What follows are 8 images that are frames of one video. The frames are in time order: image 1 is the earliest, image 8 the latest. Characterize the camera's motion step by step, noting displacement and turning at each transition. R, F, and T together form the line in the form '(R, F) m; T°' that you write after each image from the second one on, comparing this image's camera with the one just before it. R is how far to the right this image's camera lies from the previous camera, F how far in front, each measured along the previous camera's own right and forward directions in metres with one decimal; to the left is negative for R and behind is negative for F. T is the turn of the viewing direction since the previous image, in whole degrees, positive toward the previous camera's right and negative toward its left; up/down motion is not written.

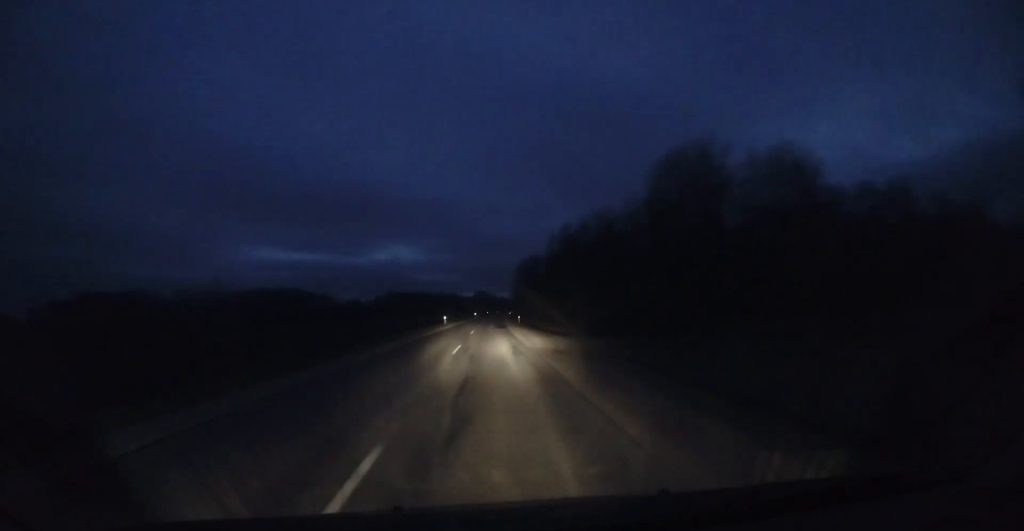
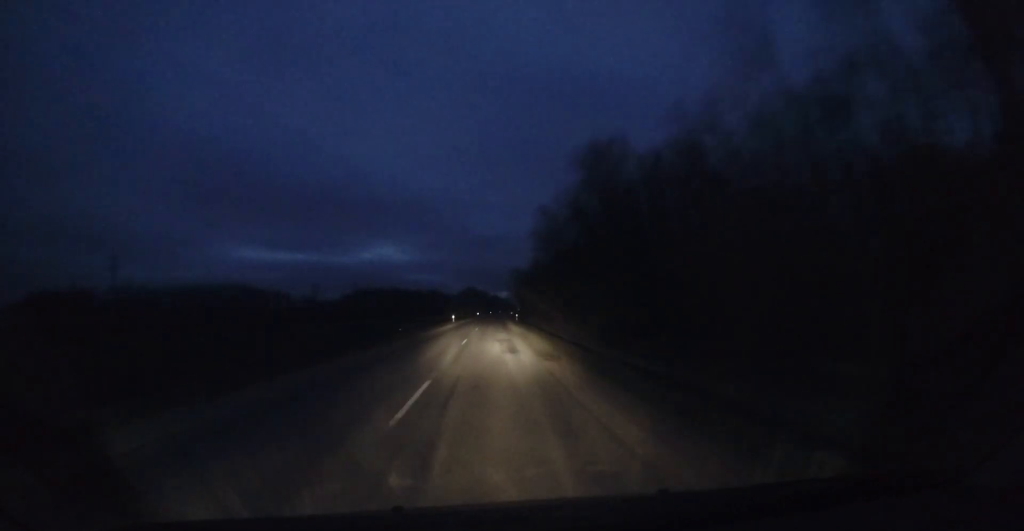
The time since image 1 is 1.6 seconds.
(+0.4, +43.9) m; +1°
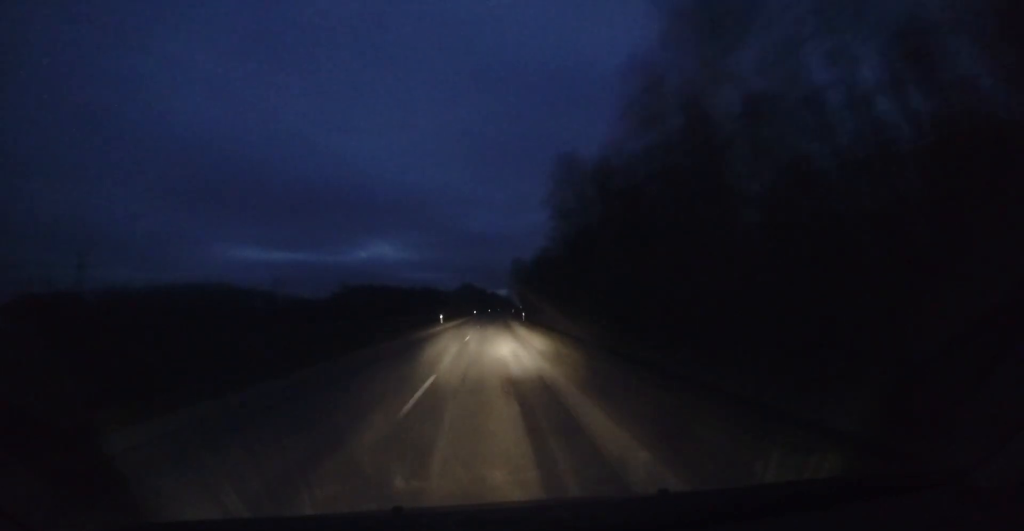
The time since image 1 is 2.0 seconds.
(+0.2, +11.3) m; 0°
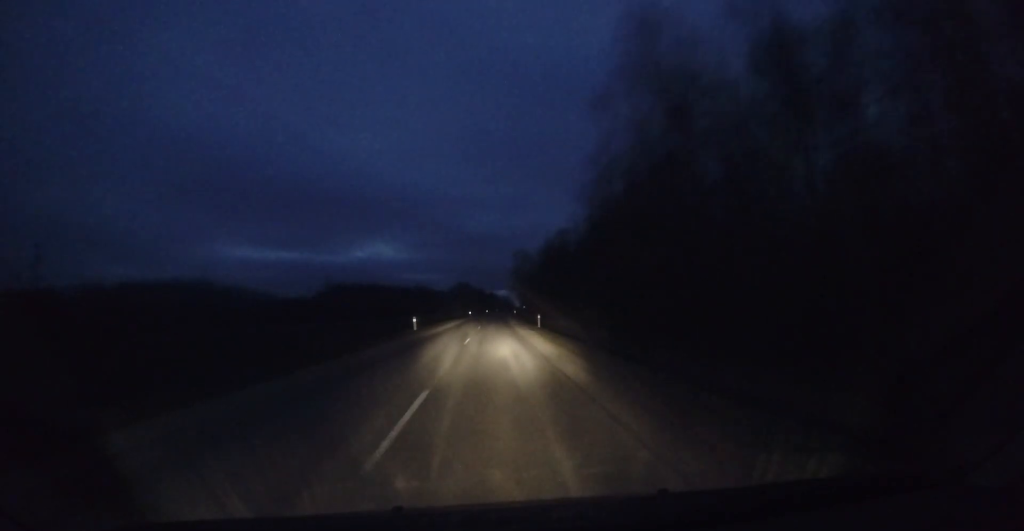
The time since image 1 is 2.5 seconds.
(+0.2, +13.6) m; 0°
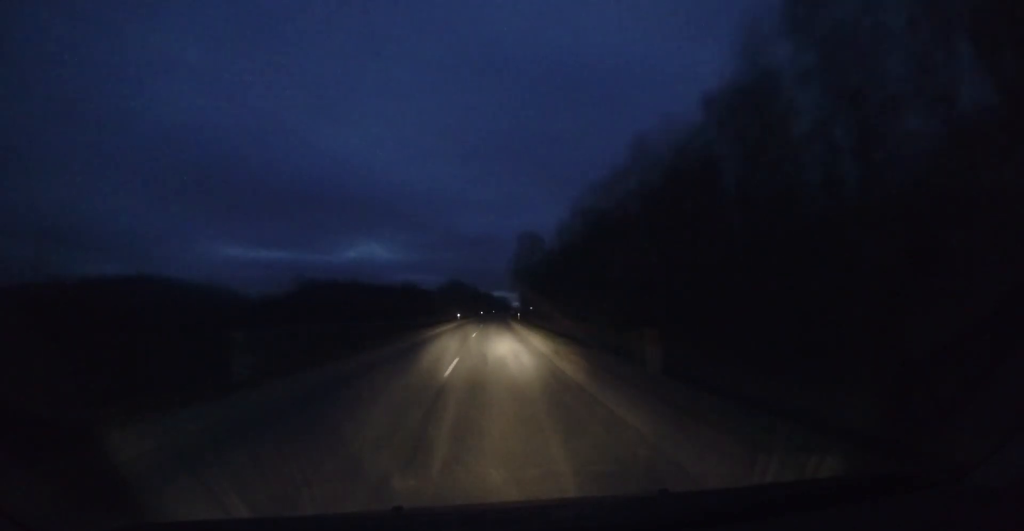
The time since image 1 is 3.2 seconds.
(-0.1, +19.0) m; 0°
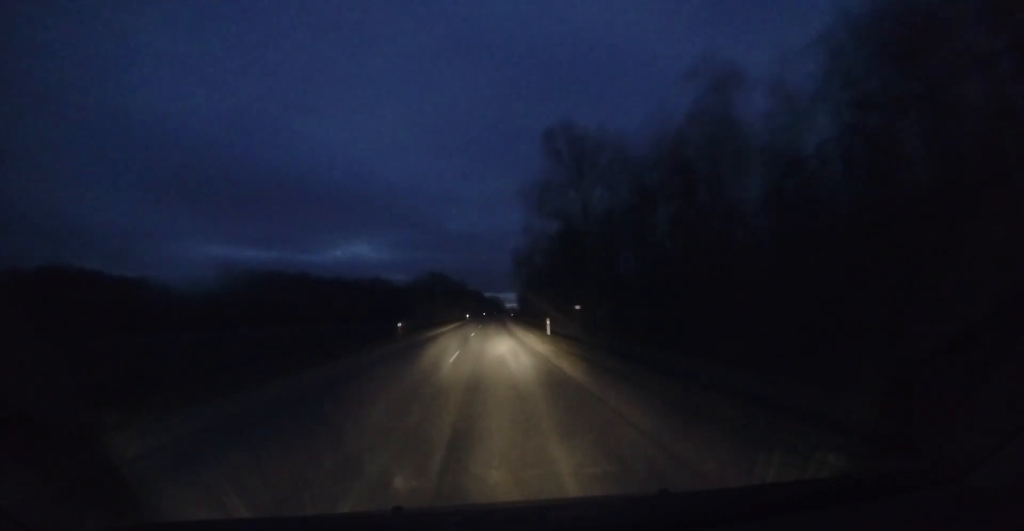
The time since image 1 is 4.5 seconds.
(+0.3, +33.5) m; +2°
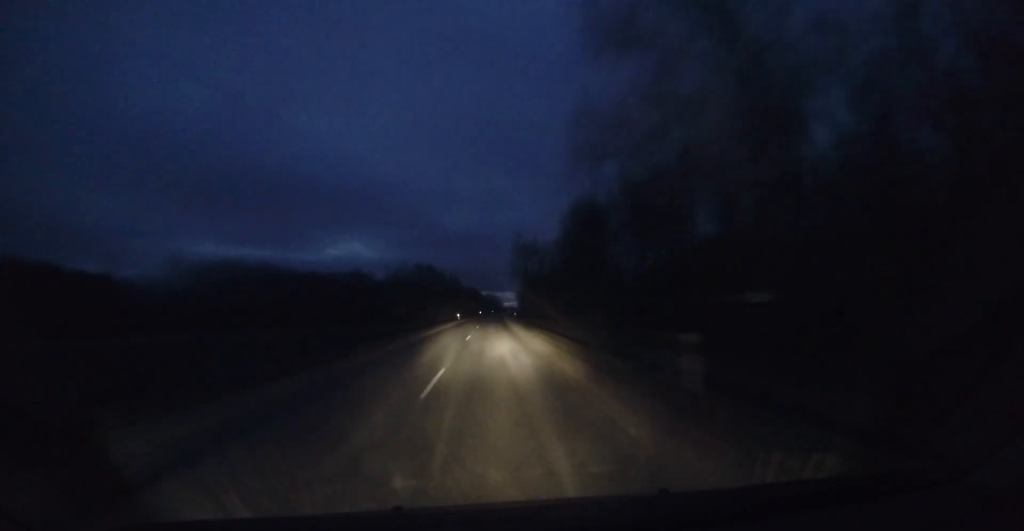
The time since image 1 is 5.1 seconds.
(+0.3, +16.8) m; +2°
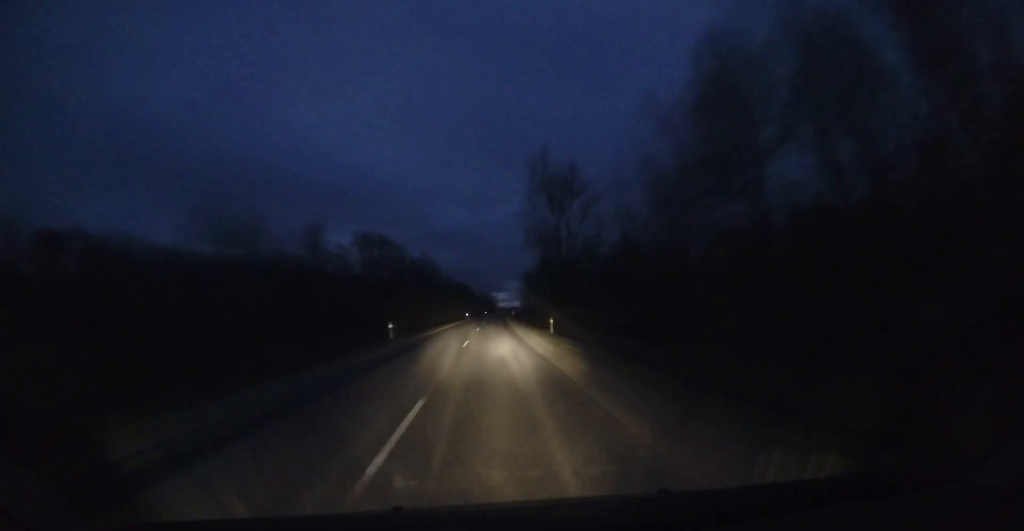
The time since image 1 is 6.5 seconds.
(+1.1, +38.5) m; +1°
